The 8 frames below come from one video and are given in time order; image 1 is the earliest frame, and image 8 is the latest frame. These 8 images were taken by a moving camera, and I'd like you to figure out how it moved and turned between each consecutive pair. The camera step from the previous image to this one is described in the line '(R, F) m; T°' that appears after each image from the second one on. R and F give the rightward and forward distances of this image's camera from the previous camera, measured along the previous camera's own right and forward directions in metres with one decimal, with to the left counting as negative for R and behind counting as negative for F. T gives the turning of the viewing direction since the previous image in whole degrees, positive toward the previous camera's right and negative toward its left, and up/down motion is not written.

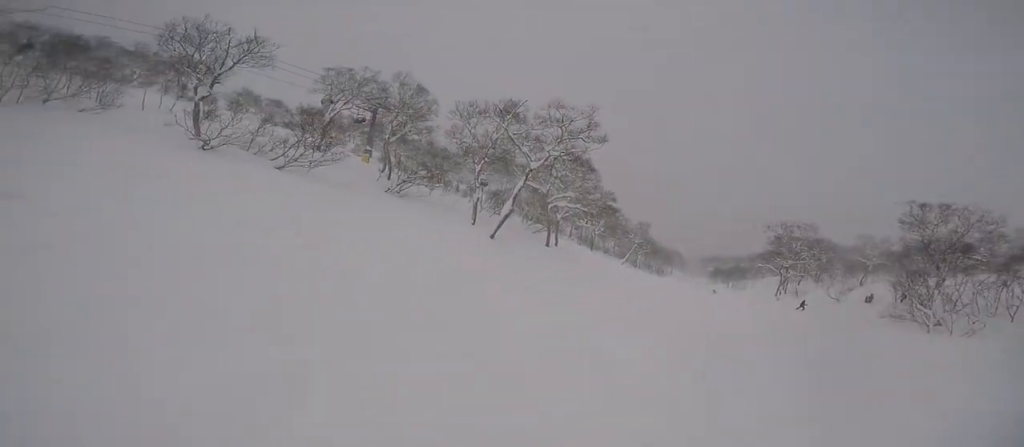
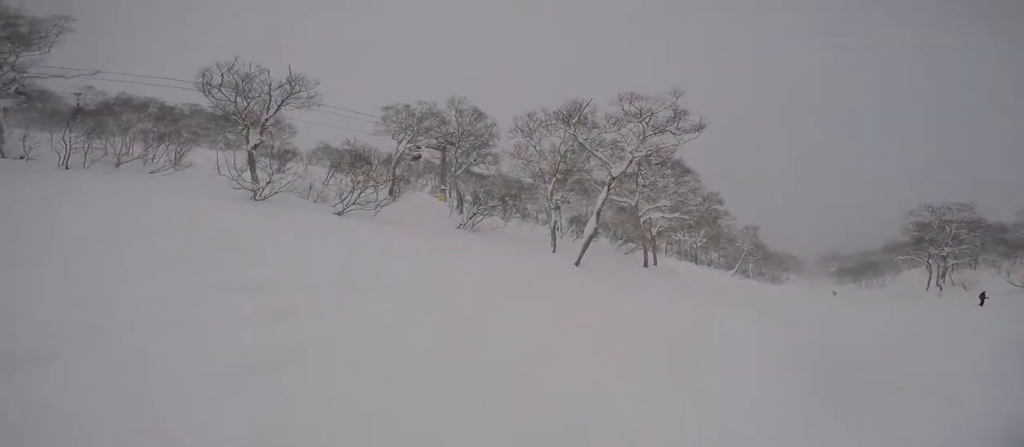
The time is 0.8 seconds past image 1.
(-0.2, +3.5) m; -13°
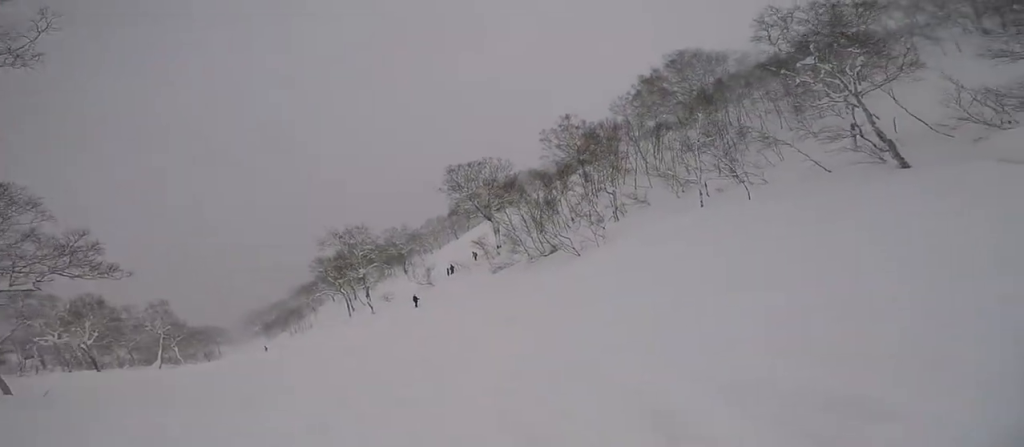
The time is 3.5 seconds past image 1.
(+3.5, +9.2) m; +58°
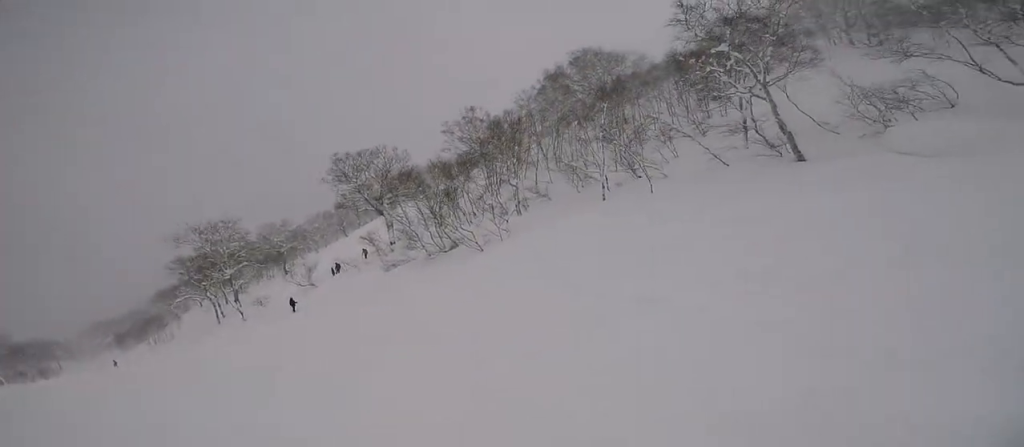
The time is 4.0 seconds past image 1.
(-0.4, +2.0) m; +5°
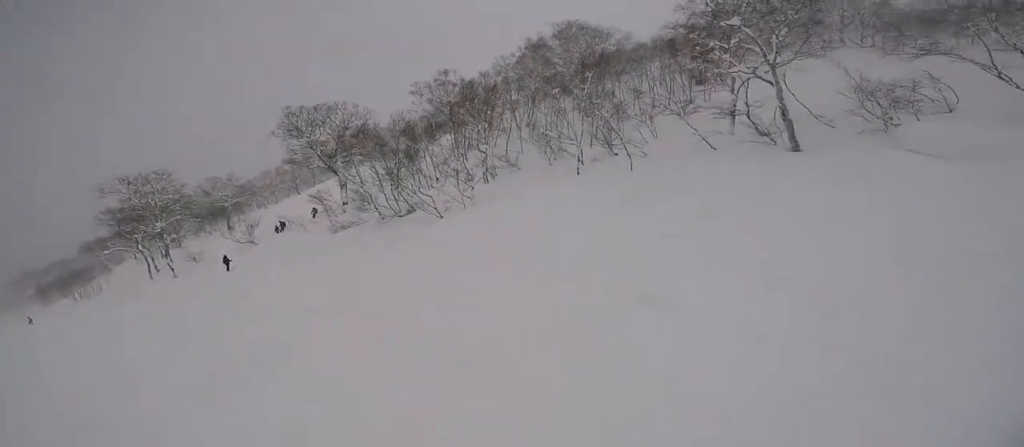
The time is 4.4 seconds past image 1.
(0.0, +1.6) m; +2°
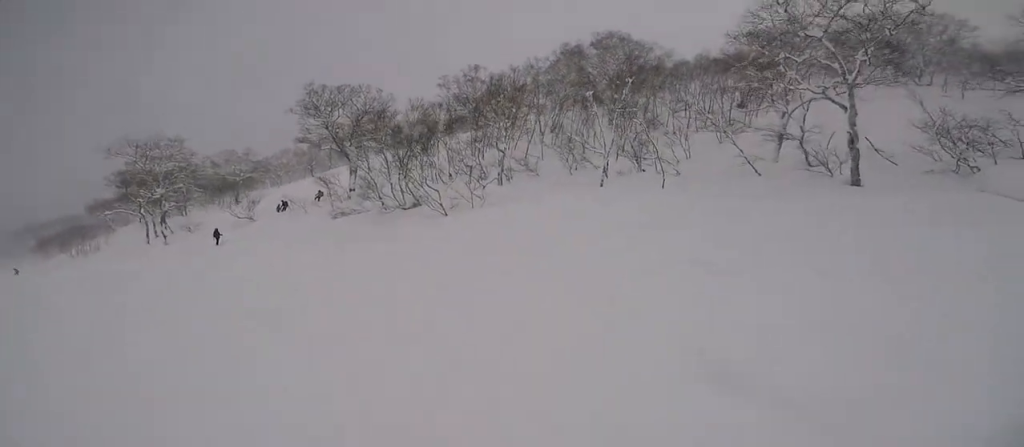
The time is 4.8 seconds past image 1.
(+0.6, +1.6) m; 0°
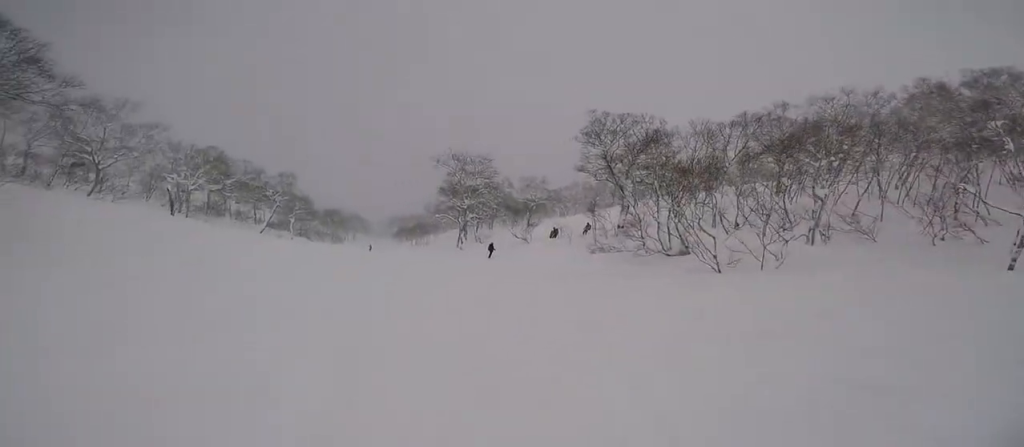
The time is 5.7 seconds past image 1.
(-0.3, +3.8) m; -20°
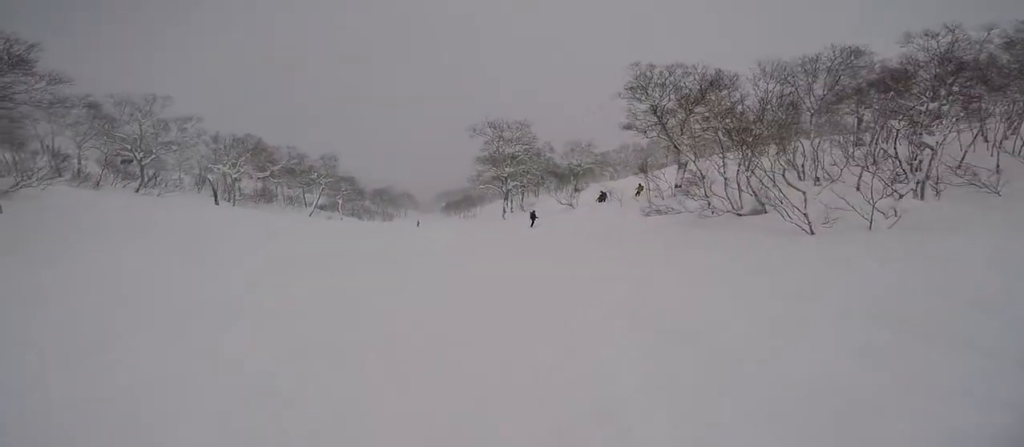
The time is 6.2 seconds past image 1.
(-0.1, +2.3) m; -17°
